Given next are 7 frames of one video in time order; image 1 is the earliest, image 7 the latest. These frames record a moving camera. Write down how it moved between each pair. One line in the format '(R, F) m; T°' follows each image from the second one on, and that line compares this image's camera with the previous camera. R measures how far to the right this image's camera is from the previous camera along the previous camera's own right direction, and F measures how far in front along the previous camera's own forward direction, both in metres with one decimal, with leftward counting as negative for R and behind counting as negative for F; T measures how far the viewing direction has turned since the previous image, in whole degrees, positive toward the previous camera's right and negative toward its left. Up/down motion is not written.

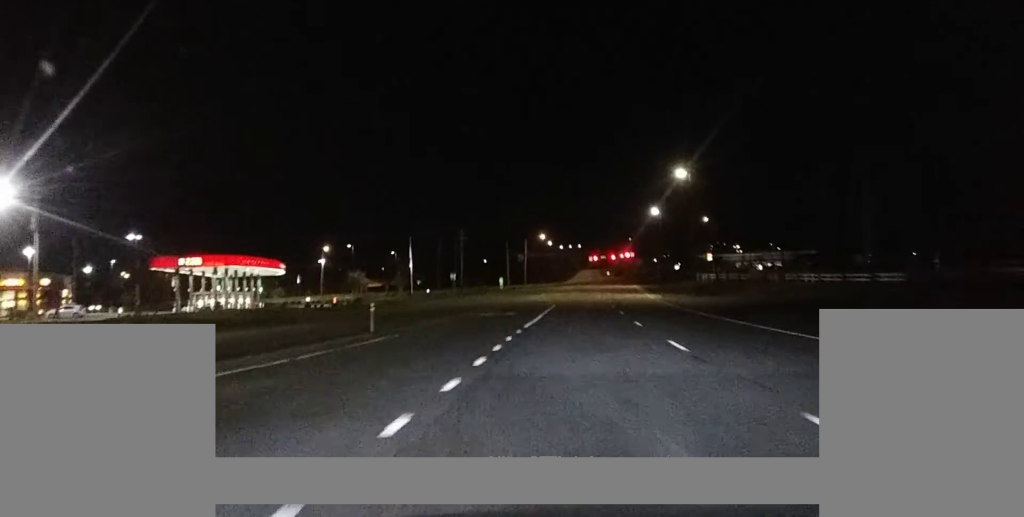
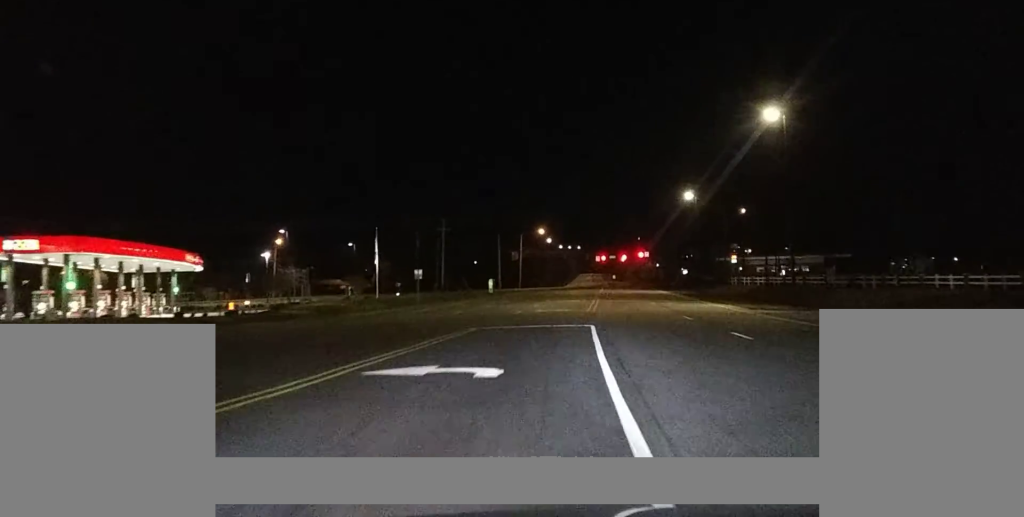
(+0.2, +34.2) m; 0°
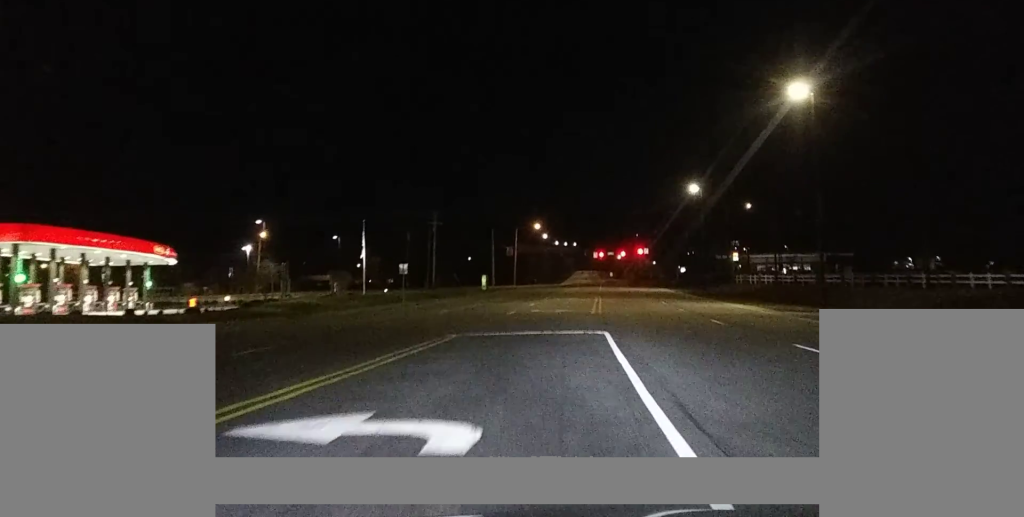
(0.0, +6.4) m; -1°
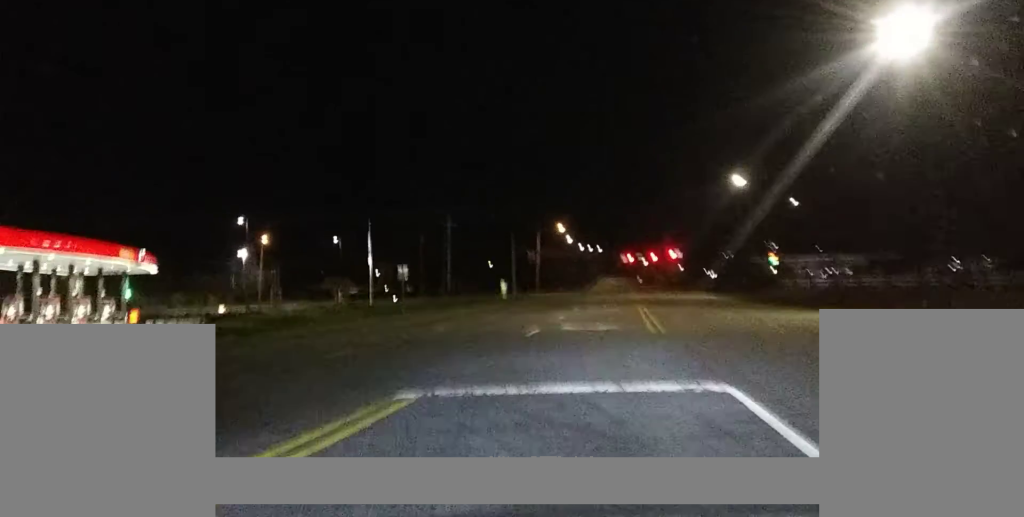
(-0.3, +15.0) m; -3°
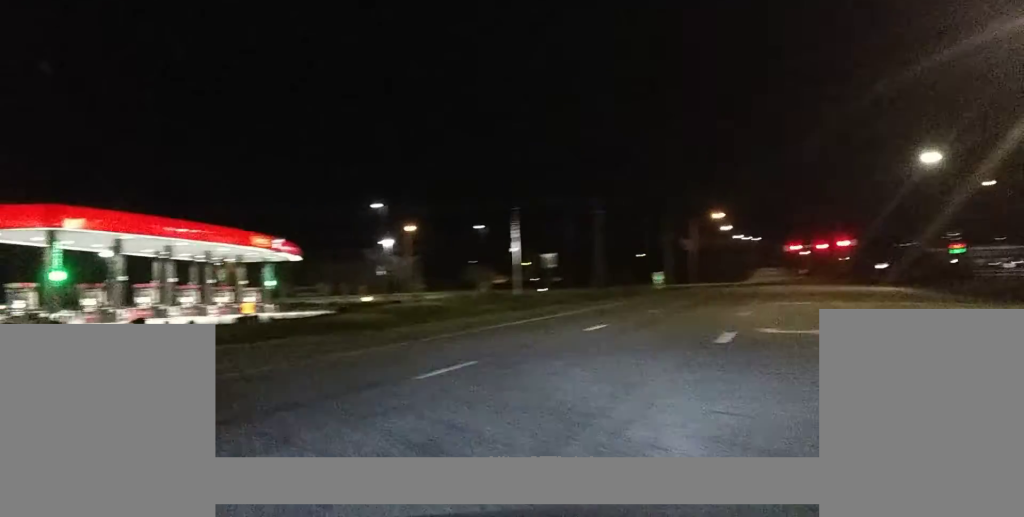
(-0.2, +6.4) m; -6°
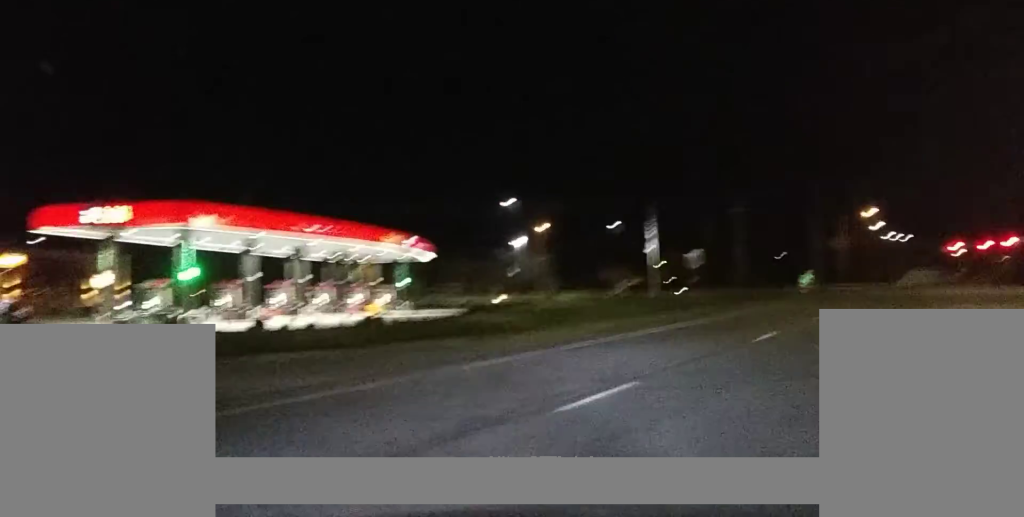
(+0.3, +4.4) m; -5°
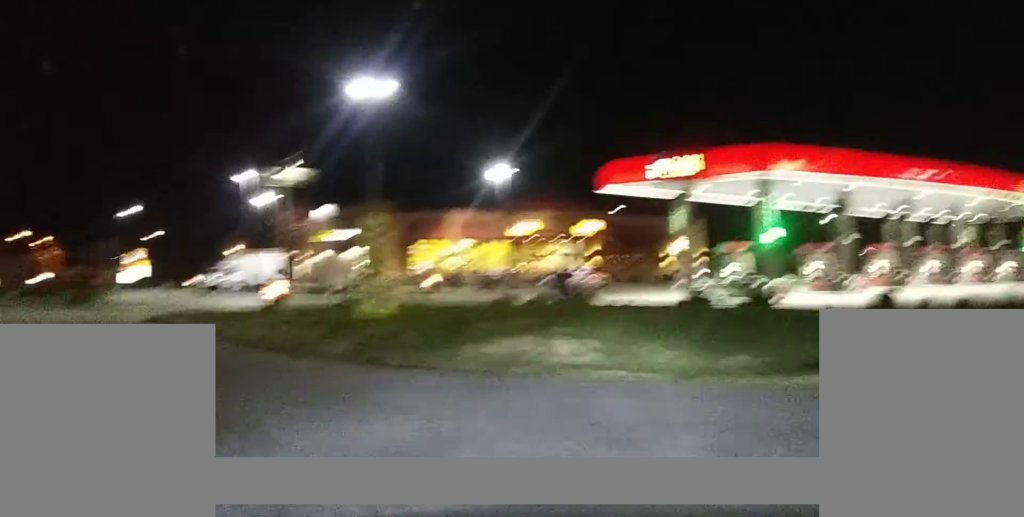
(-2.2, +8.1) m; -33°
